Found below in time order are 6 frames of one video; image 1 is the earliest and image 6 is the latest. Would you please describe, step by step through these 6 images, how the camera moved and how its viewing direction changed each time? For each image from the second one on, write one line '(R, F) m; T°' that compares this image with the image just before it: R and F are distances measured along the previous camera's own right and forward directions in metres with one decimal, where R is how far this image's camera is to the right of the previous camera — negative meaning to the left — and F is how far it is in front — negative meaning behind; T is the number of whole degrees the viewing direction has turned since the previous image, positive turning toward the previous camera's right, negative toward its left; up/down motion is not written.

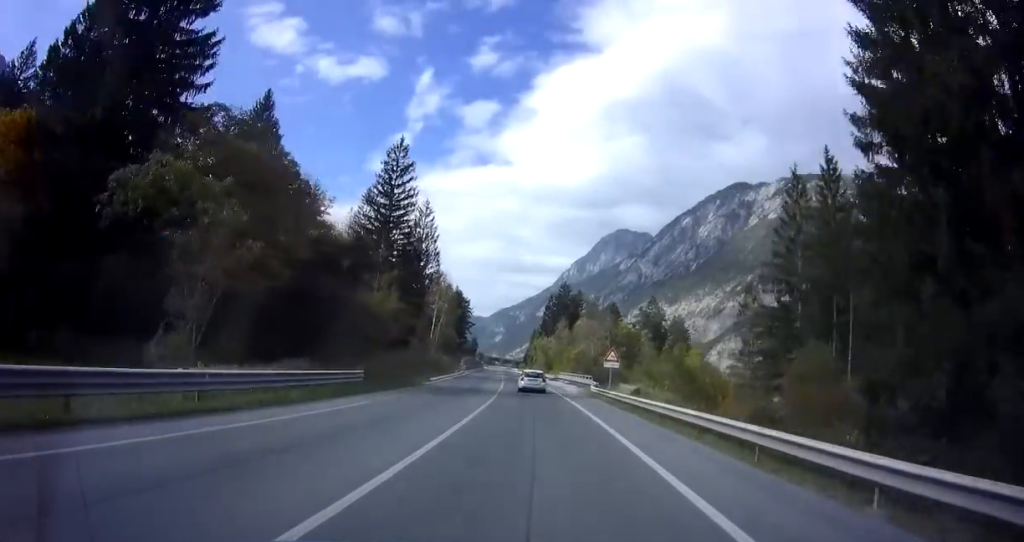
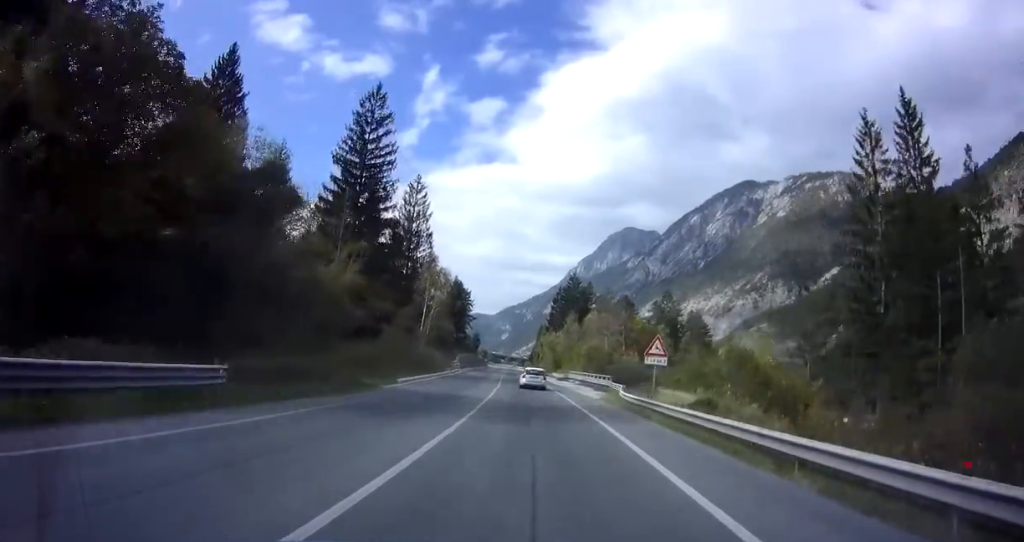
(-0.1, +12.5) m; -1°
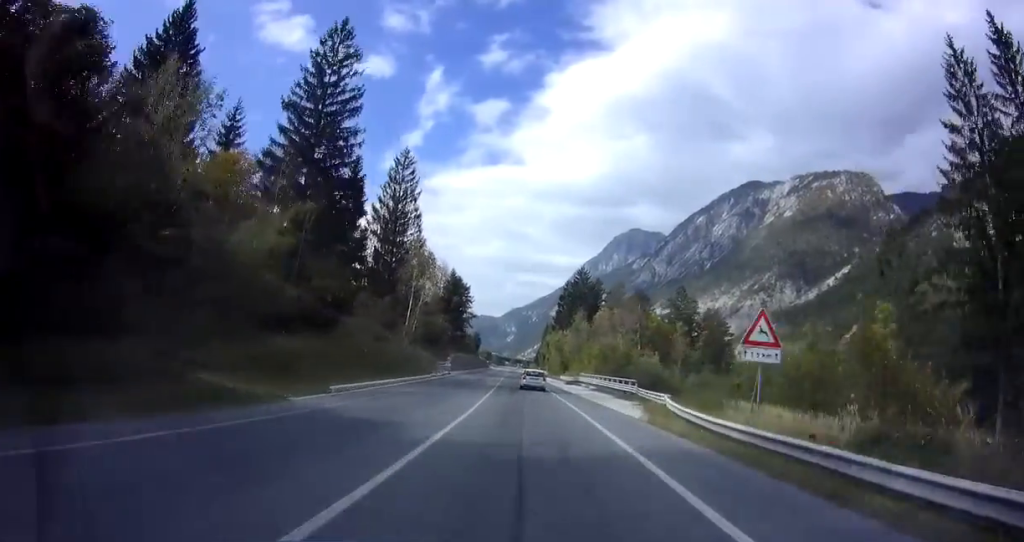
(-0.2, +11.6) m; -1°
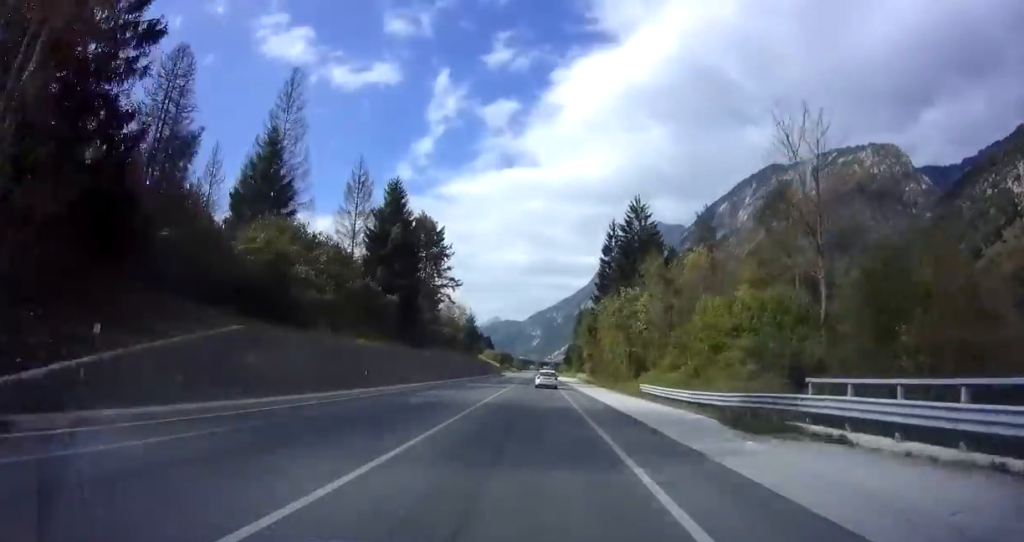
(-1.2, +58.4) m; -2°
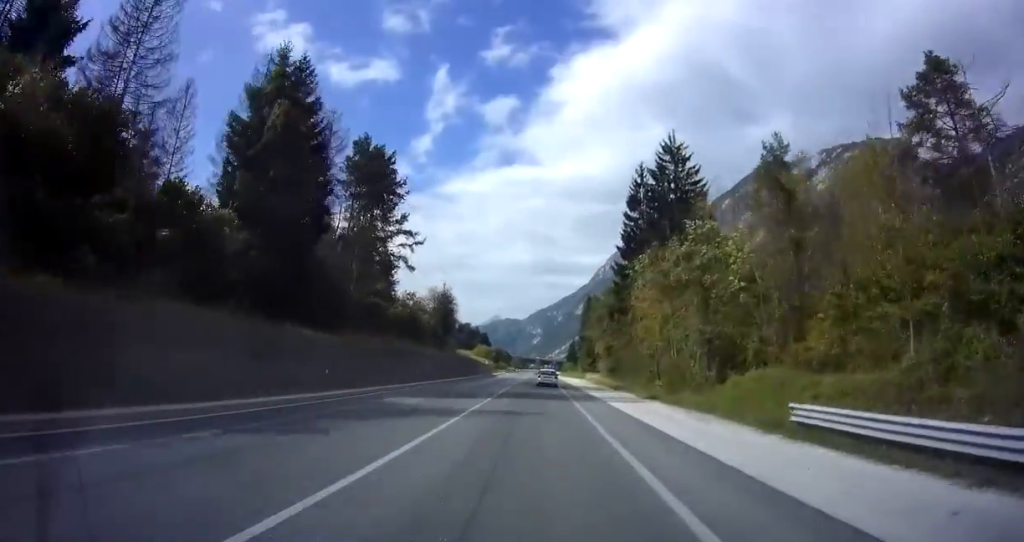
(-0.1, +24.4) m; 0°
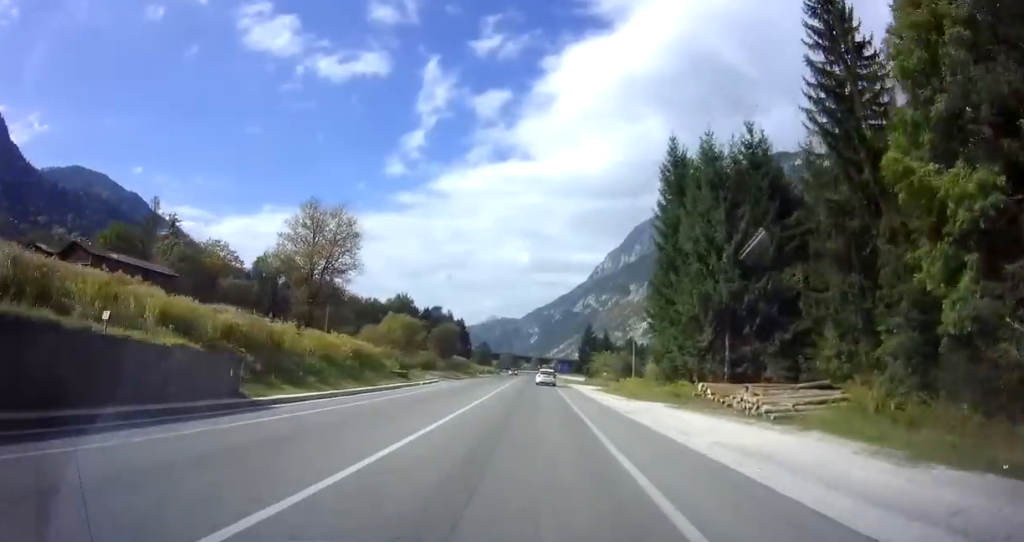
(+1.1, +83.4) m; 0°
